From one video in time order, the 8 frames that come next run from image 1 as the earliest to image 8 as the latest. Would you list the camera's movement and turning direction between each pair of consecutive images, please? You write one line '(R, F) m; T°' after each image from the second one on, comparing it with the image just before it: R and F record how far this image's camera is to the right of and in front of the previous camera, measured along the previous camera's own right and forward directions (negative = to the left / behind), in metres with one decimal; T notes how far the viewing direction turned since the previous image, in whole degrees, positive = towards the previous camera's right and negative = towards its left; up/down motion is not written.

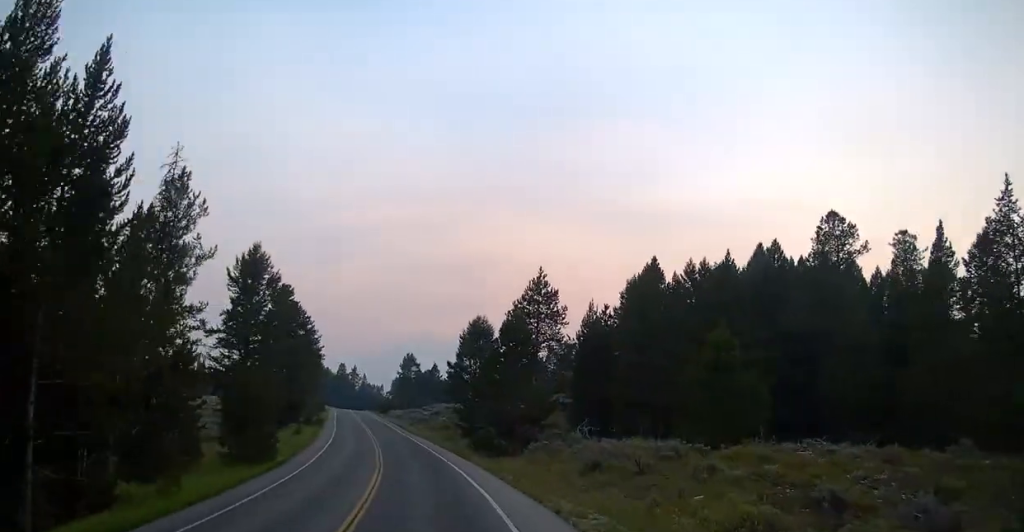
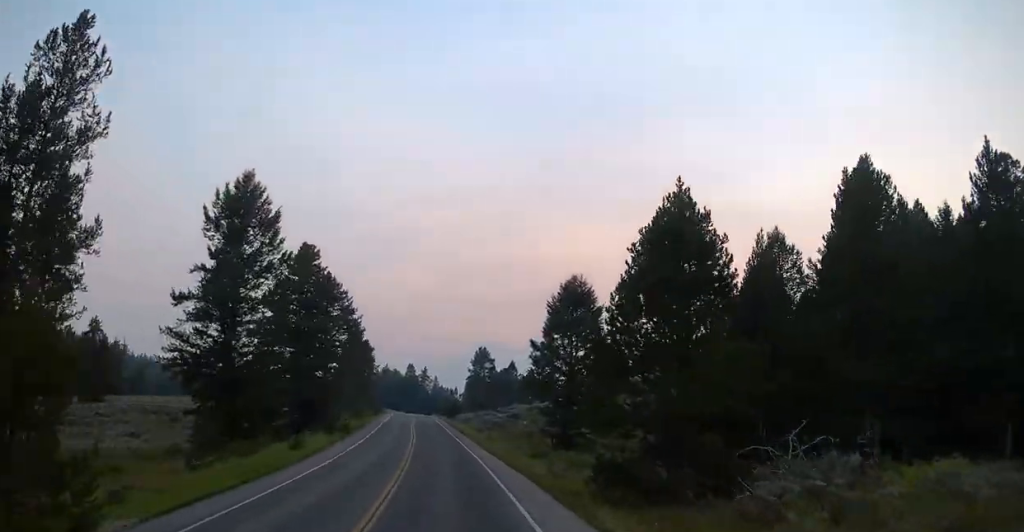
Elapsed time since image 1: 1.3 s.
(-1.5, +22.6) m; -6°
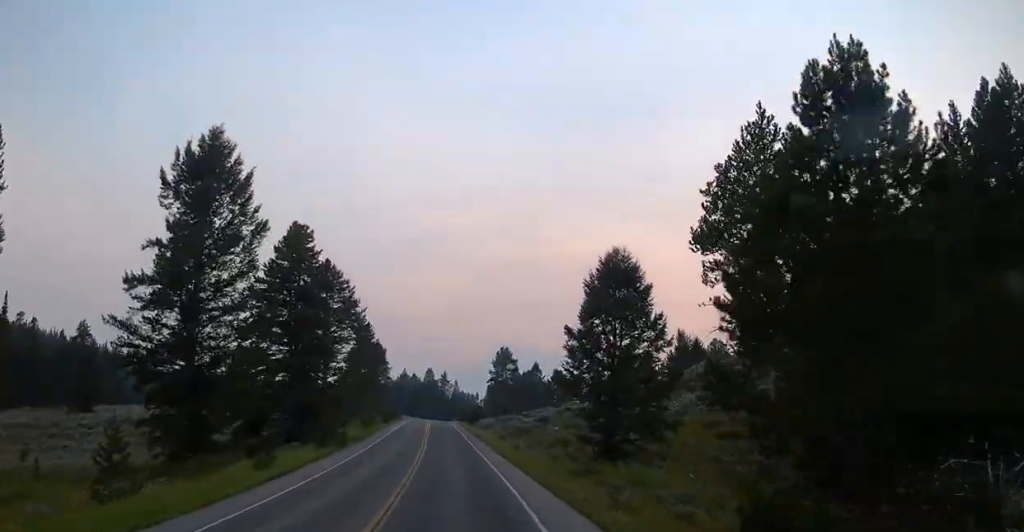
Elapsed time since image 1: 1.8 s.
(-0.3, +9.6) m; -2°
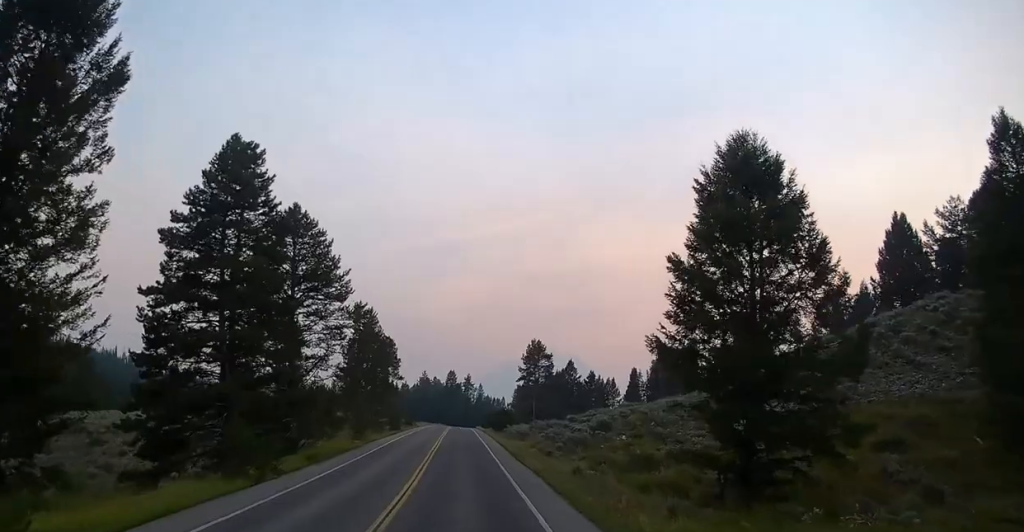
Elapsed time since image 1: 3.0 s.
(0.0, +19.3) m; -1°
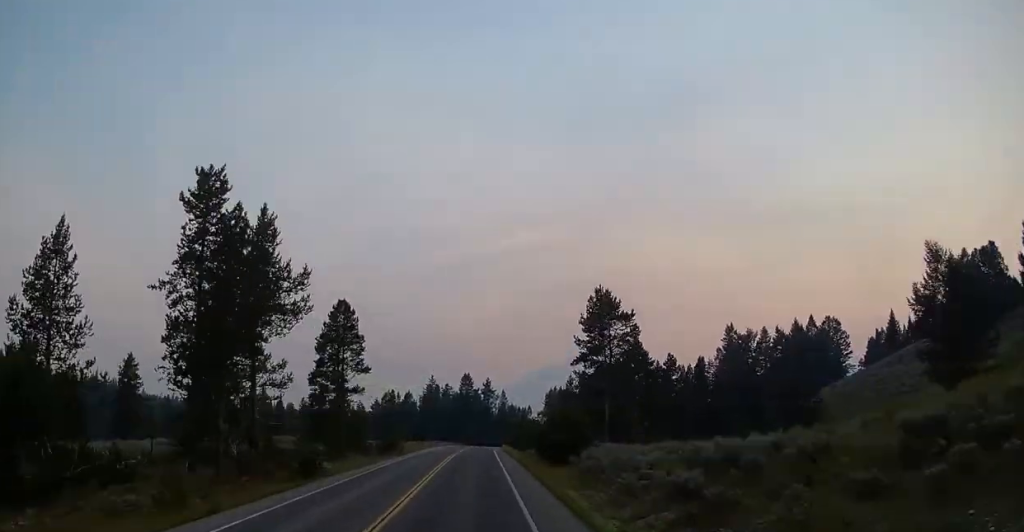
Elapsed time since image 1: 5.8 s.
(-1.9, +47.0) m; -4°
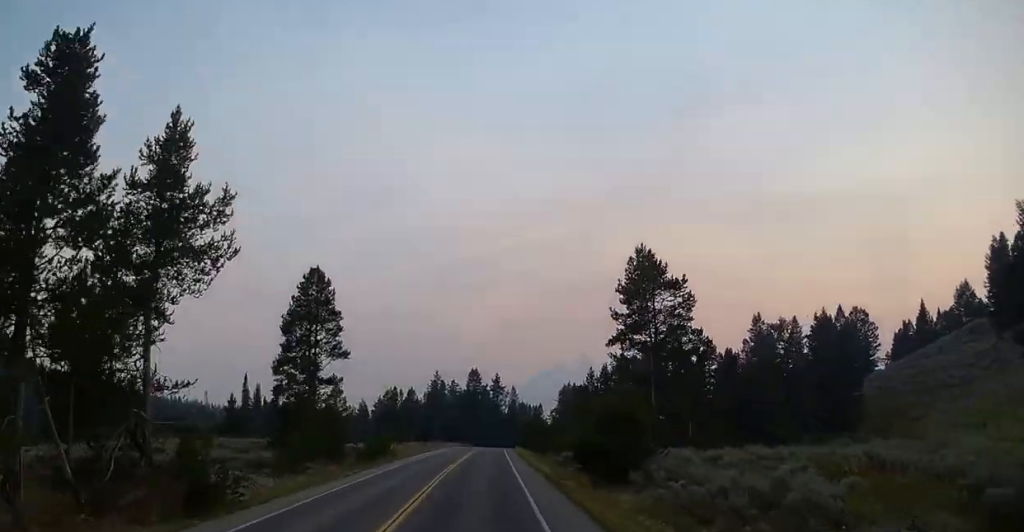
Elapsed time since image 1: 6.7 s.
(0.0, +14.1) m; 0°
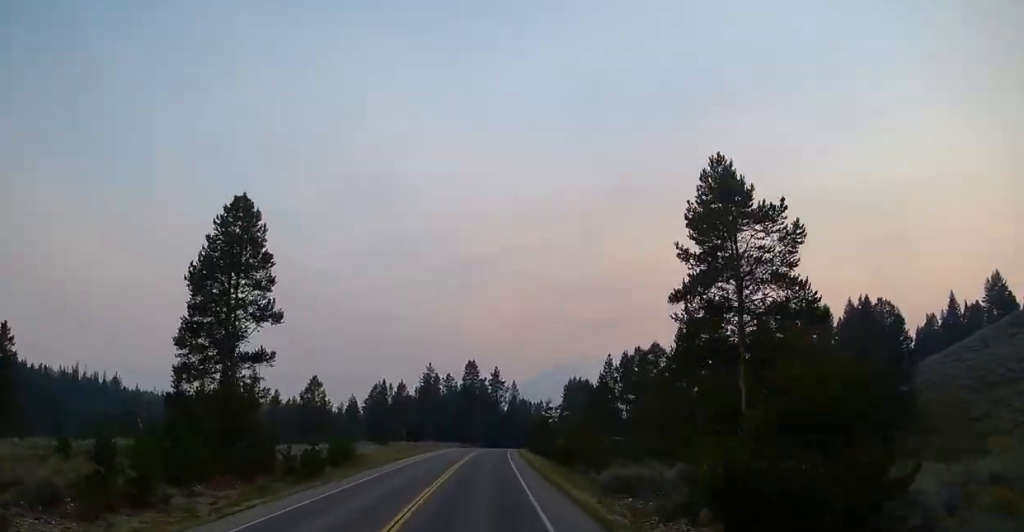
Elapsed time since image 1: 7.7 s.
(0.0, +16.2) m; 0°
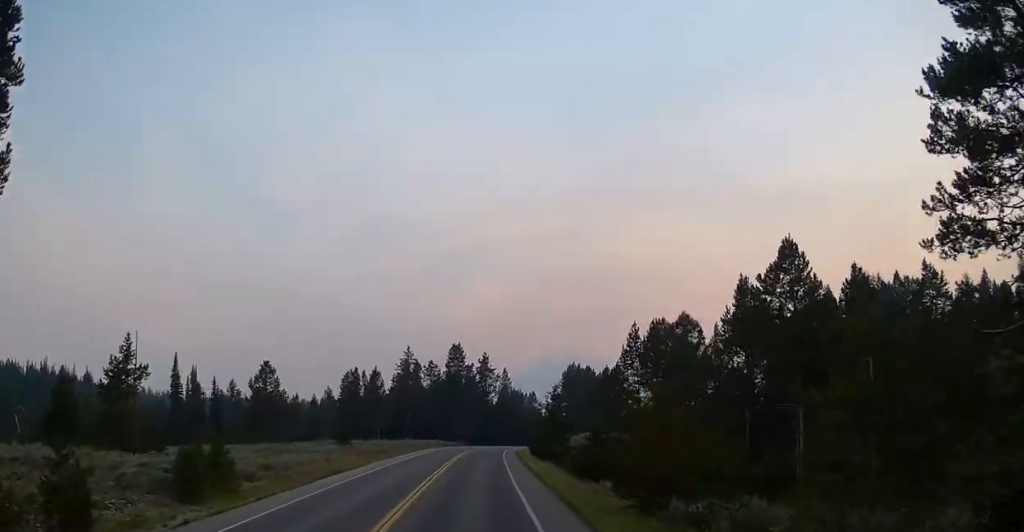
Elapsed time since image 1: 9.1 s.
(0.0, +19.9) m; +2°
